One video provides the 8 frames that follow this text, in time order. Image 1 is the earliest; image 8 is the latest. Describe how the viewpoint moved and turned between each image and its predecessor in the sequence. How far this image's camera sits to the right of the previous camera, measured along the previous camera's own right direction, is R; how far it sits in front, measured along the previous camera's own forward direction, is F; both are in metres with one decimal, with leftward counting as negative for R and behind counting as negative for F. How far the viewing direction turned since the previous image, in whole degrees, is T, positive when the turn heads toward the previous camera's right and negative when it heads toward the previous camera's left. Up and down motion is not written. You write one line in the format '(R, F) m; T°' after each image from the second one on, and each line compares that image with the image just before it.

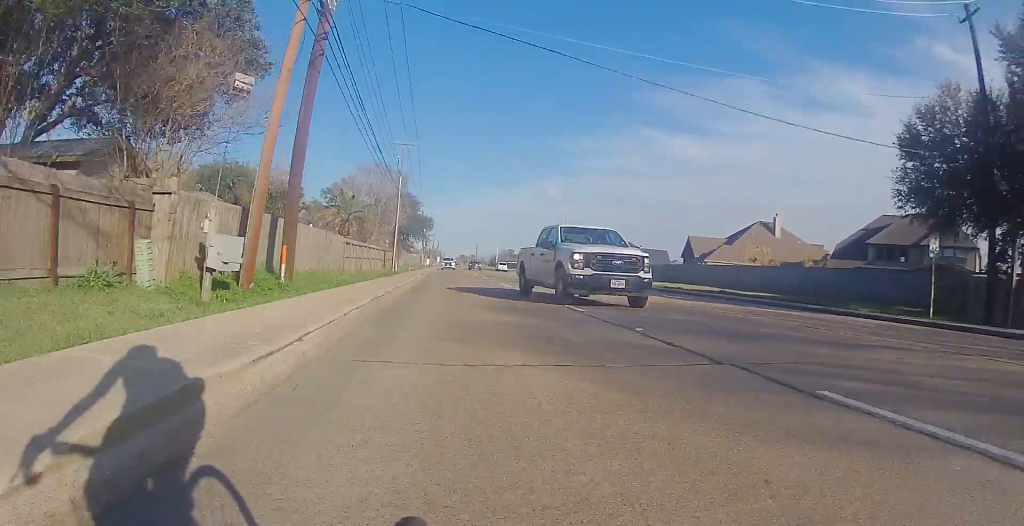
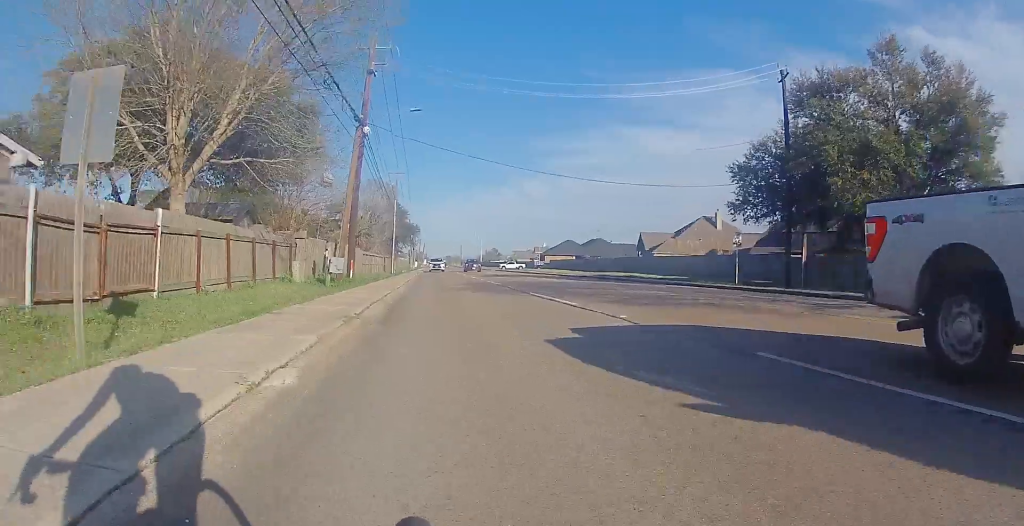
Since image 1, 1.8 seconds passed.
(+0.4, +12.9) m; -2°
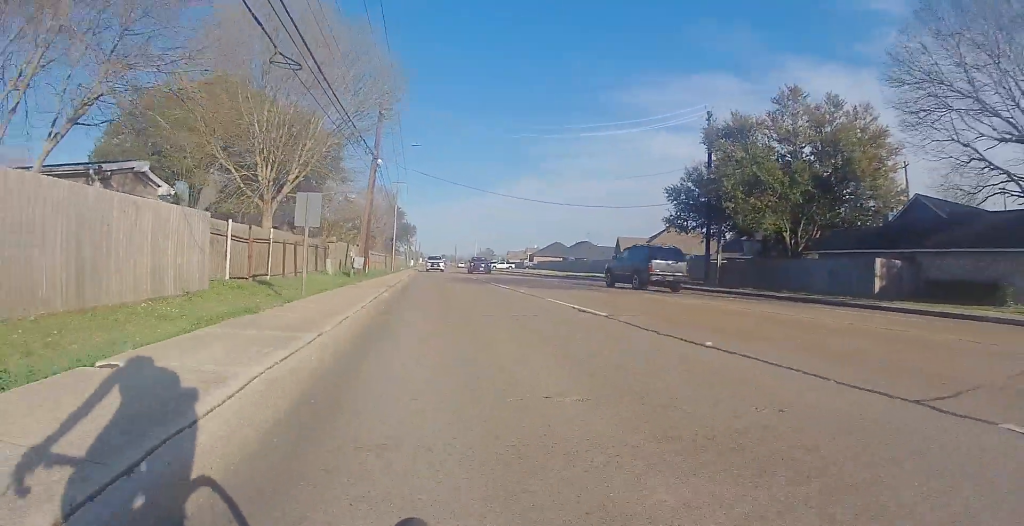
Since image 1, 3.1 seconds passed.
(0.0, +8.7) m; +1°
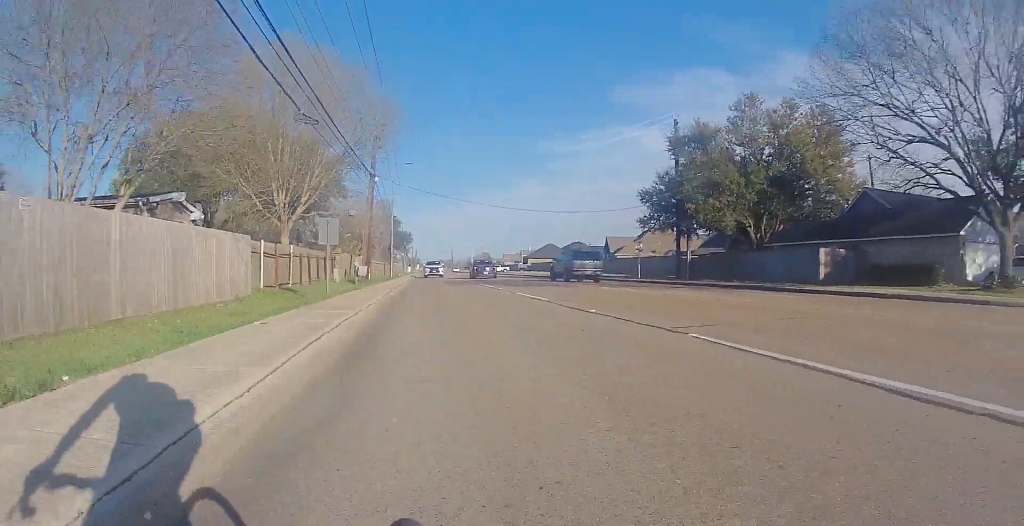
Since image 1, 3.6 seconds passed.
(0.0, +3.7) m; 0°
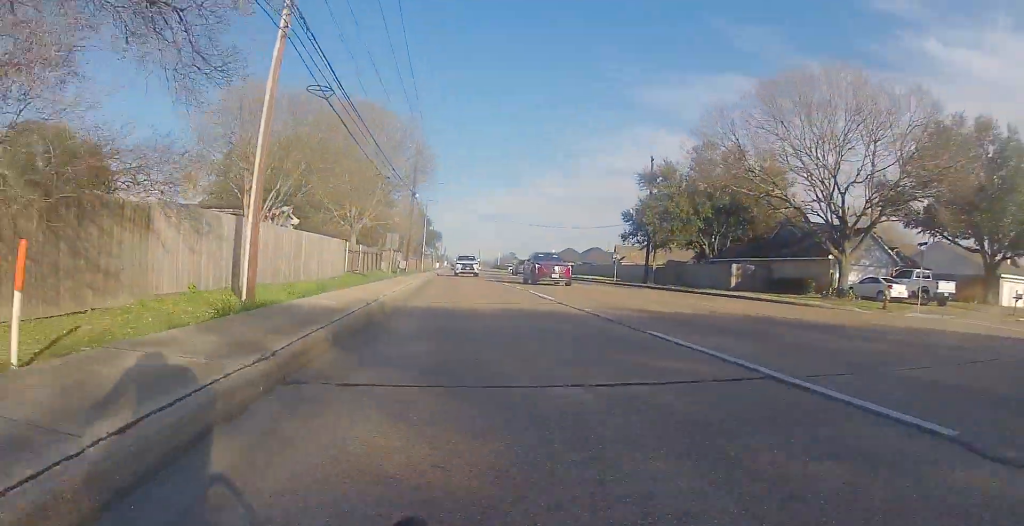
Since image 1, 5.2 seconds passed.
(-0.2, +11.7) m; 0°
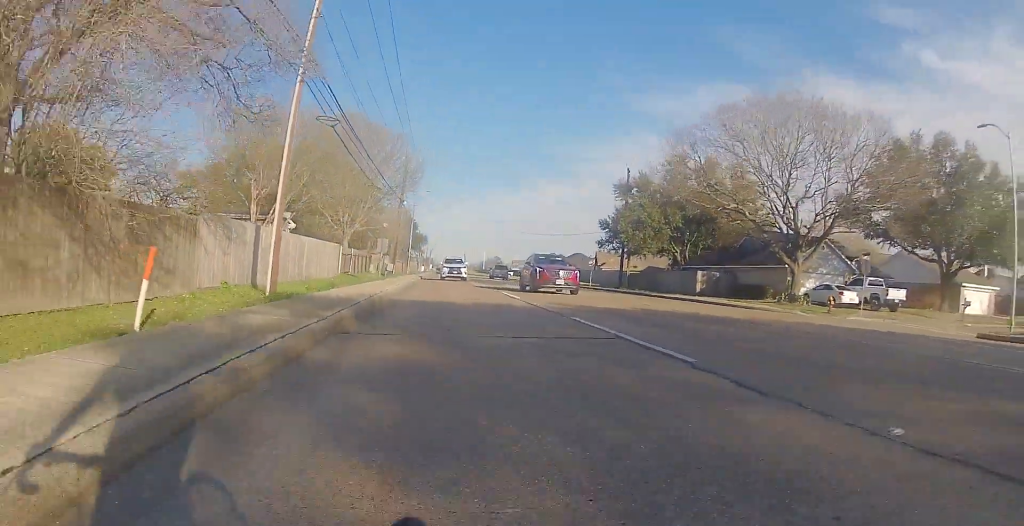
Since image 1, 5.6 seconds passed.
(0.0, +2.7) m; 0°
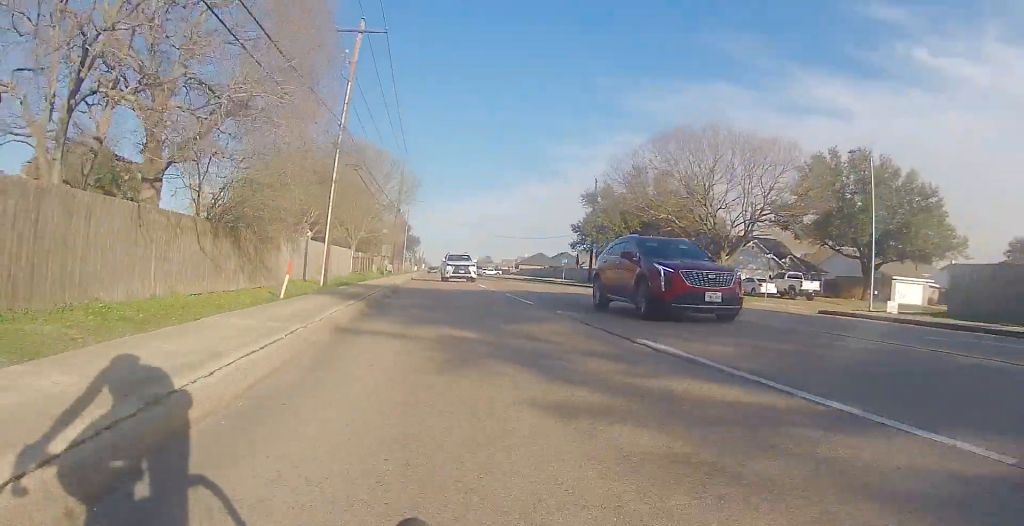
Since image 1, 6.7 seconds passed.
(+0.1, +7.4) m; -1°
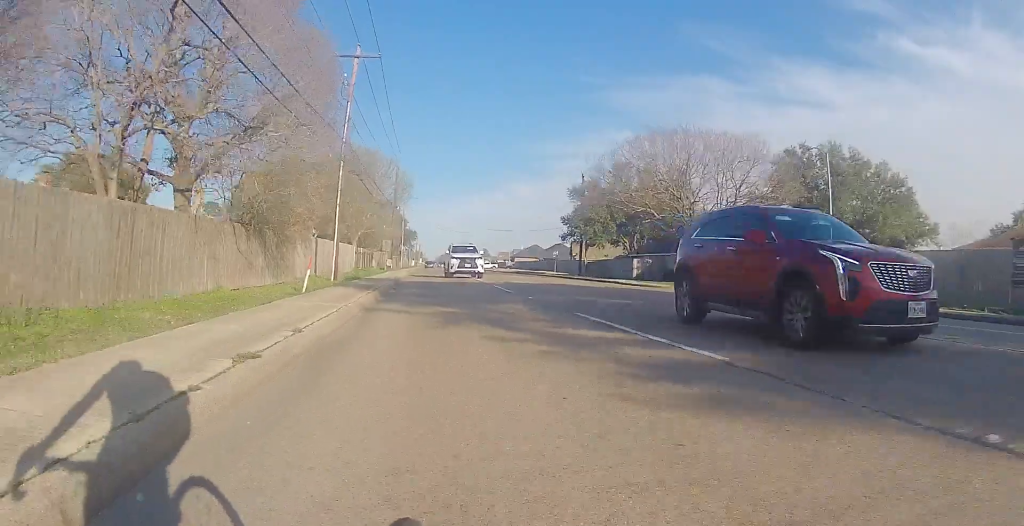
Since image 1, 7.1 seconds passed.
(+0.1, +2.7) m; -1°
